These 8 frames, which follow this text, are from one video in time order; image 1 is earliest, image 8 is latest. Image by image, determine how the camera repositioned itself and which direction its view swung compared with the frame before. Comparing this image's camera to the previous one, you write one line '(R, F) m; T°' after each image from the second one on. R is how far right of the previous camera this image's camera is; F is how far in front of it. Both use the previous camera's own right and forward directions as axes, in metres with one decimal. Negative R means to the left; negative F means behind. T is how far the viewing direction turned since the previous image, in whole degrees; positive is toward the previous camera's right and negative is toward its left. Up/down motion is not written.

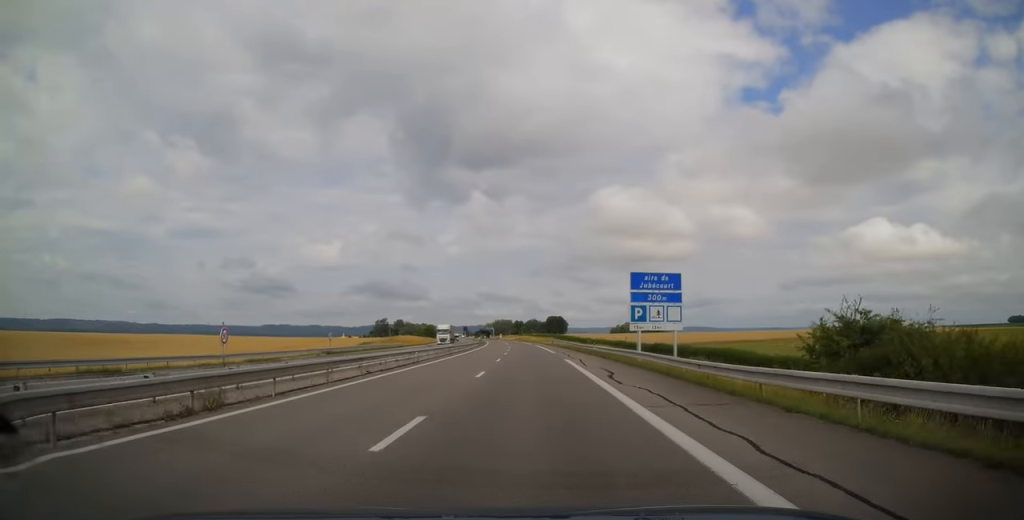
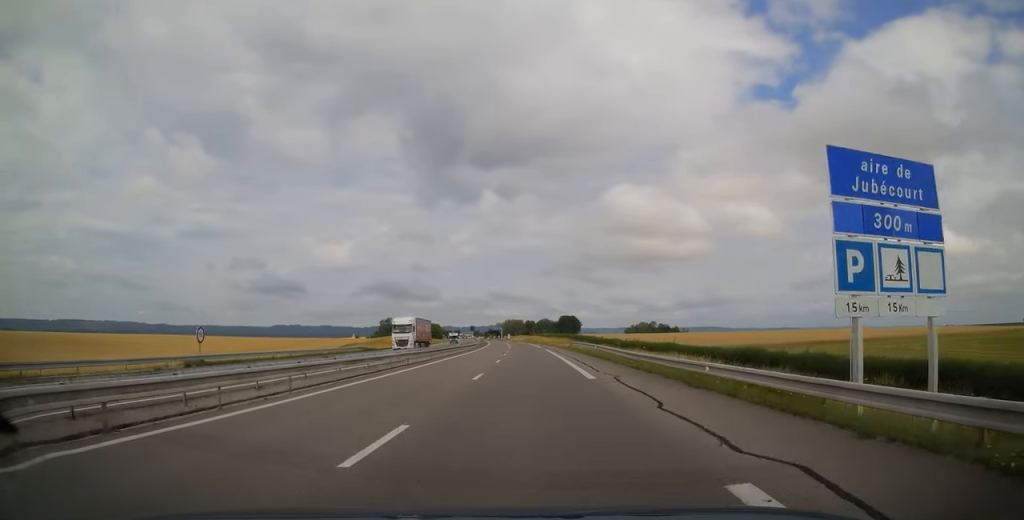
(0.0, +26.7) m; -1°
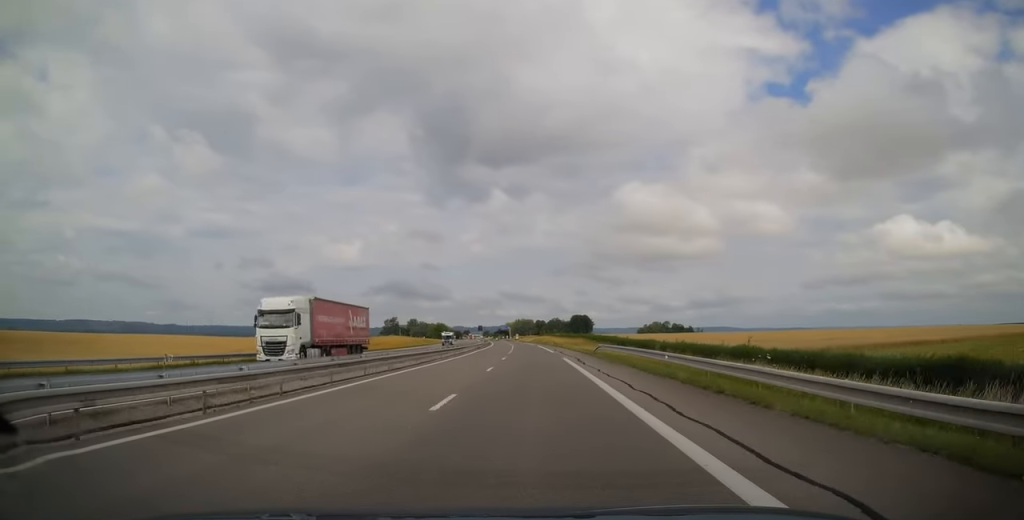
(-0.3, +20.7) m; -1°
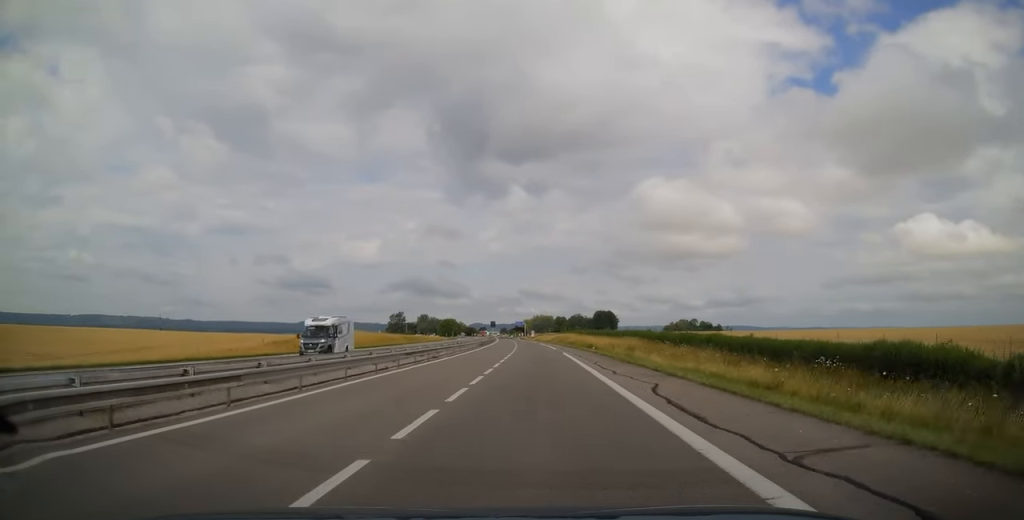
(-0.9, +47.2) m; -2°
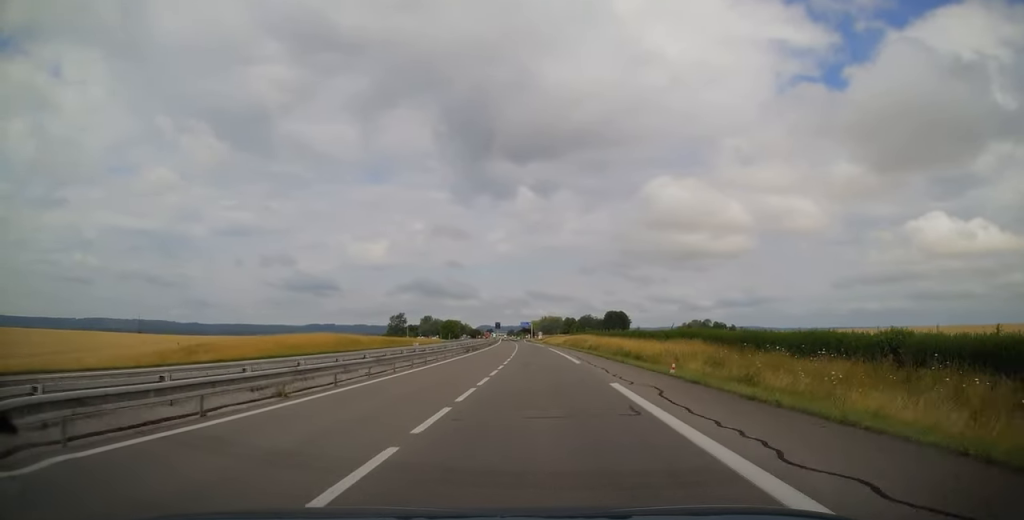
(0.0, +25.1) m; -1°
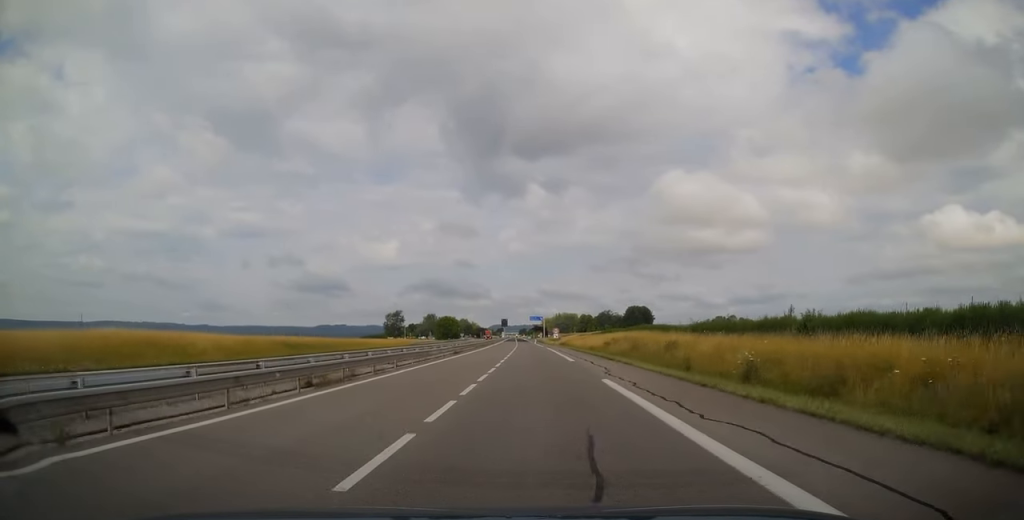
(-0.8, +50.6) m; -2°
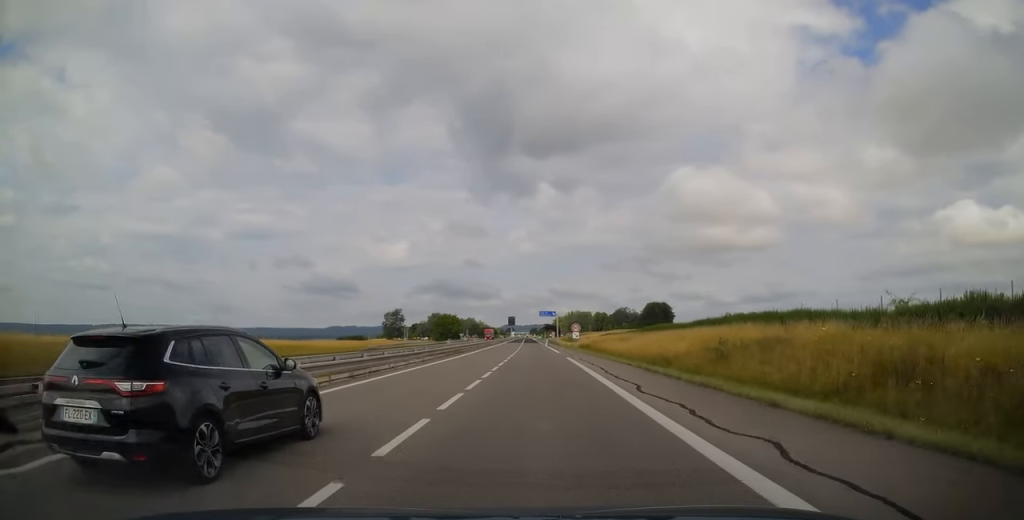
(-0.4, +32.9) m; -1°
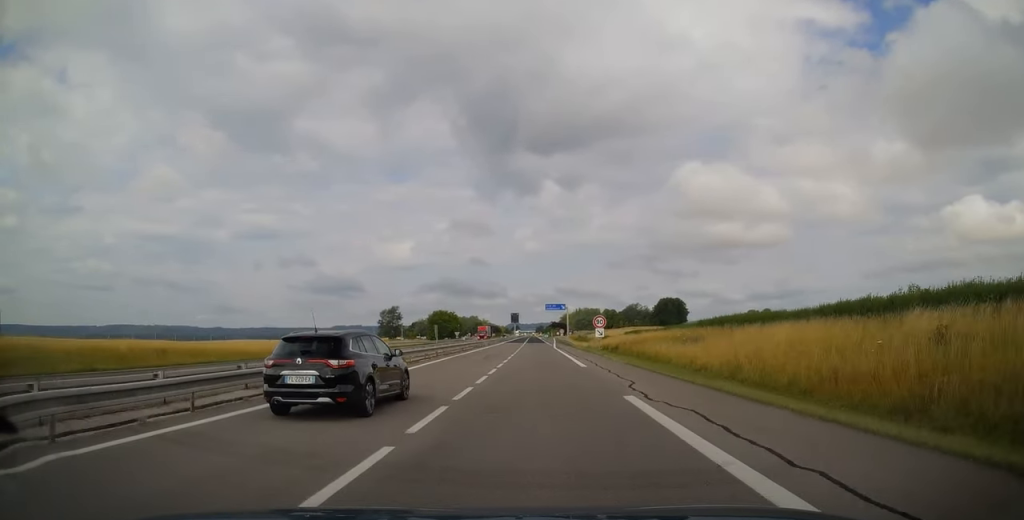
(0.0, +24.1) m; +1°
